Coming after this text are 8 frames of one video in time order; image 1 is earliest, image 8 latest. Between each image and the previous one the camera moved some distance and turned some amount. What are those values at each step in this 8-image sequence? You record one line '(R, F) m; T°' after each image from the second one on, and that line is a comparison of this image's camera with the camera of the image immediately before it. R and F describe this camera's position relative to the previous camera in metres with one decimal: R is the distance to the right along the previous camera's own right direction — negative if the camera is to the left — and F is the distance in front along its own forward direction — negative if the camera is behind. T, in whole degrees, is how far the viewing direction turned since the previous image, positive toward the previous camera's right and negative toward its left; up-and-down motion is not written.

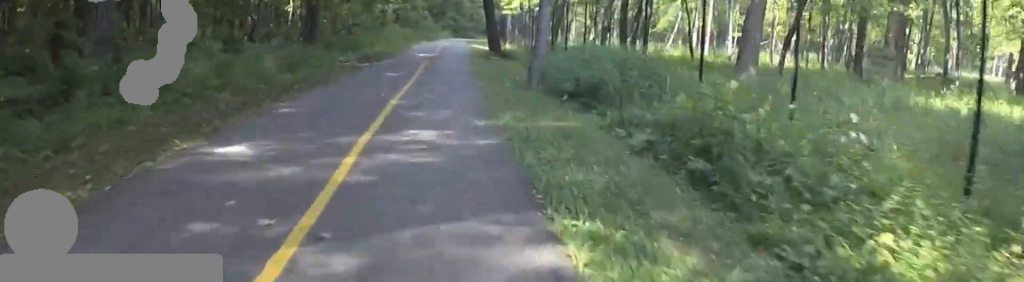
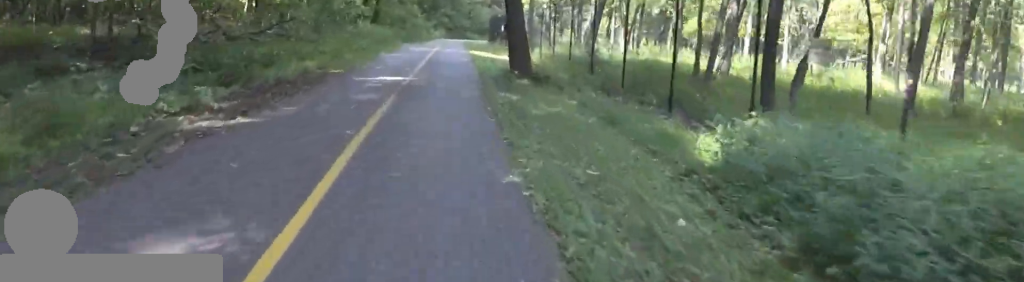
(+1.0, +12.2) m; +5°
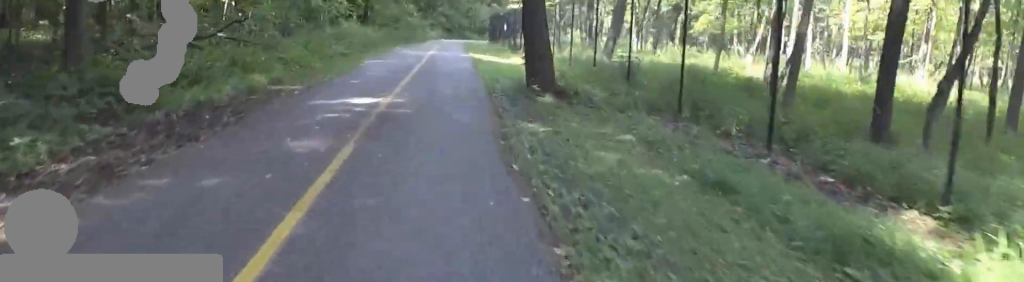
(0.0, +3.9) m; +4°
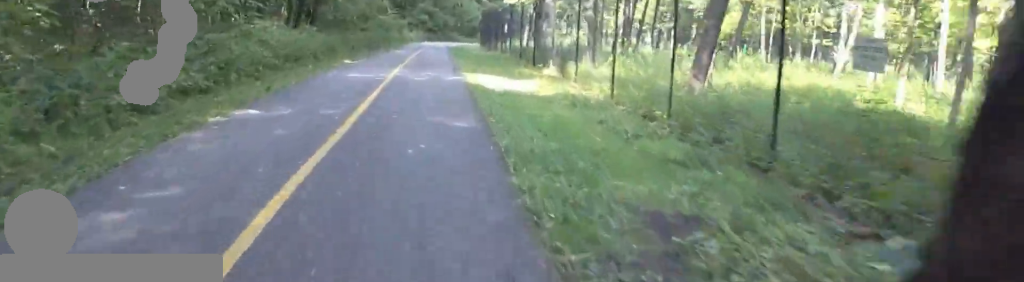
(+1.2, +9.9) m; -4°
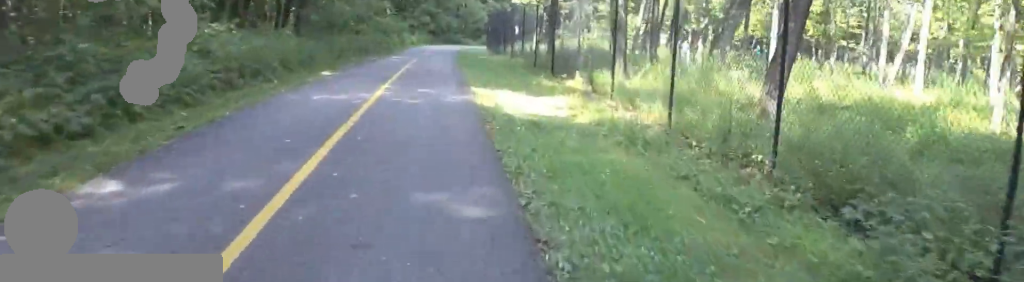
(-0.6, +2.9) m; -1°
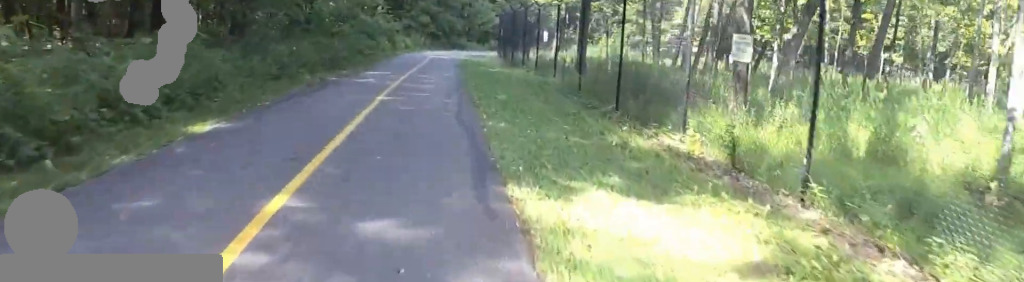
(-0.6, +6.3) m; +4°
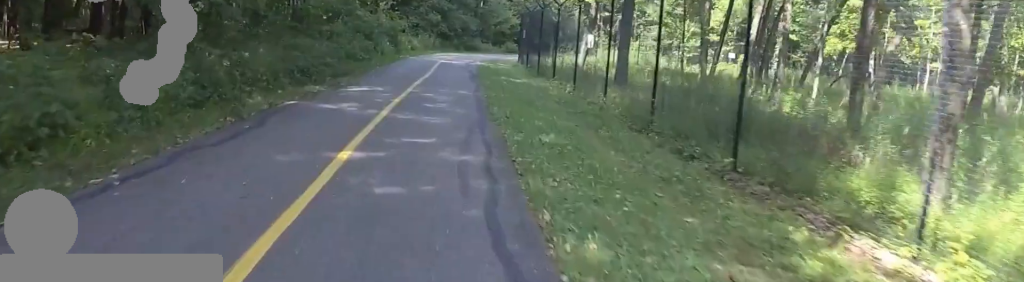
(+1.2, +4.1) m; +6°
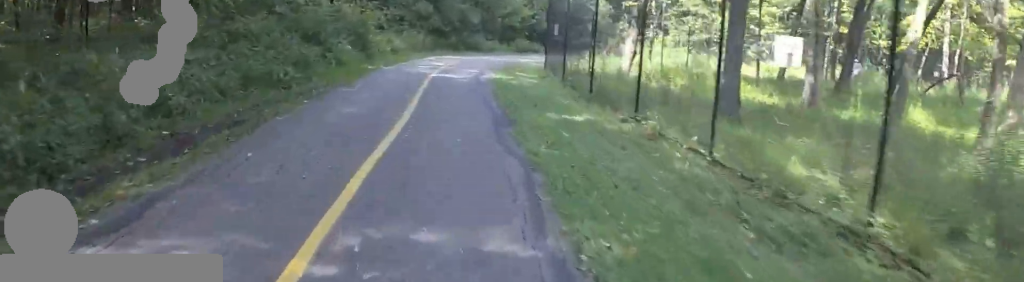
(-1.4, +8.4) m; -10°
